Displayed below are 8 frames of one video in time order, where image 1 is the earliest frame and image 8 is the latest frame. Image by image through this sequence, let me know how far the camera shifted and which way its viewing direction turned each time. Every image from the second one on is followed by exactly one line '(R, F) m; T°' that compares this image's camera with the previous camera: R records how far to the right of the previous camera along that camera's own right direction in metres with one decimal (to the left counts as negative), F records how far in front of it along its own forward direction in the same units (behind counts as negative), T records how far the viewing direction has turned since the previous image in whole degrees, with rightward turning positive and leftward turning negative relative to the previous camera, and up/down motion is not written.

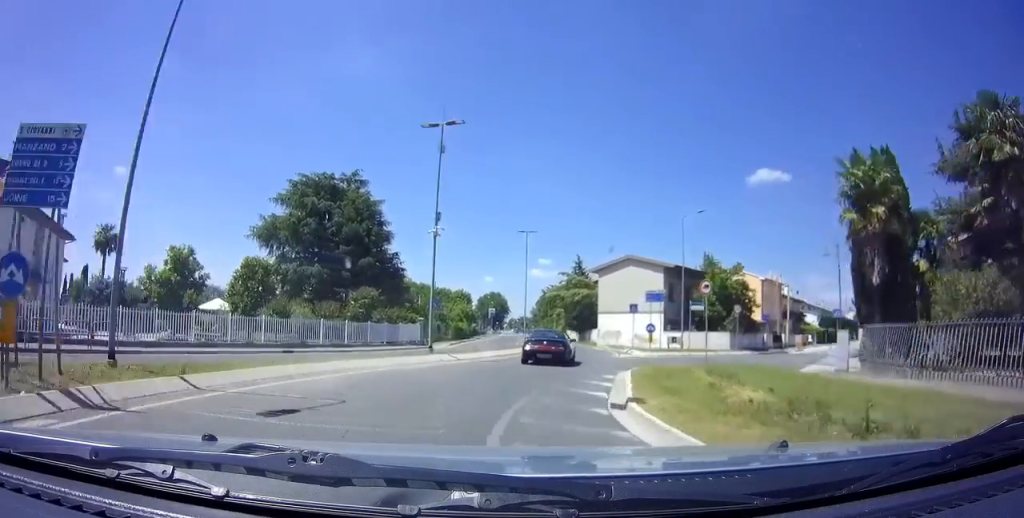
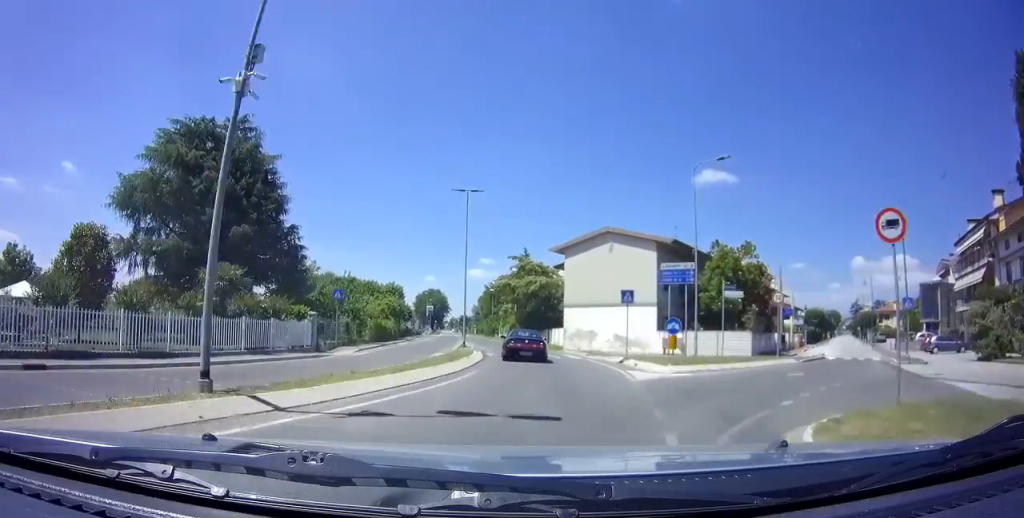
(0.0, +13.8) m; +2°
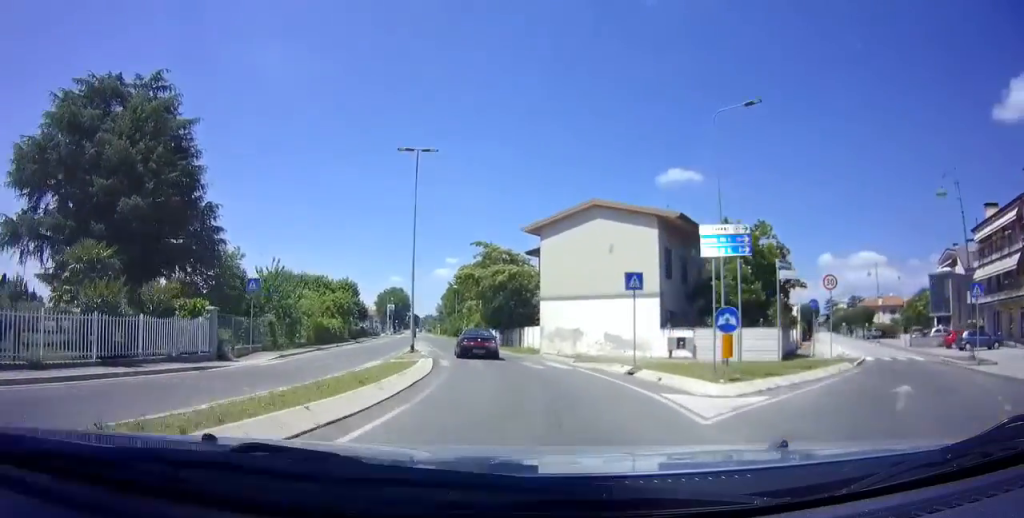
(+0.2, +7.4) m; -1°
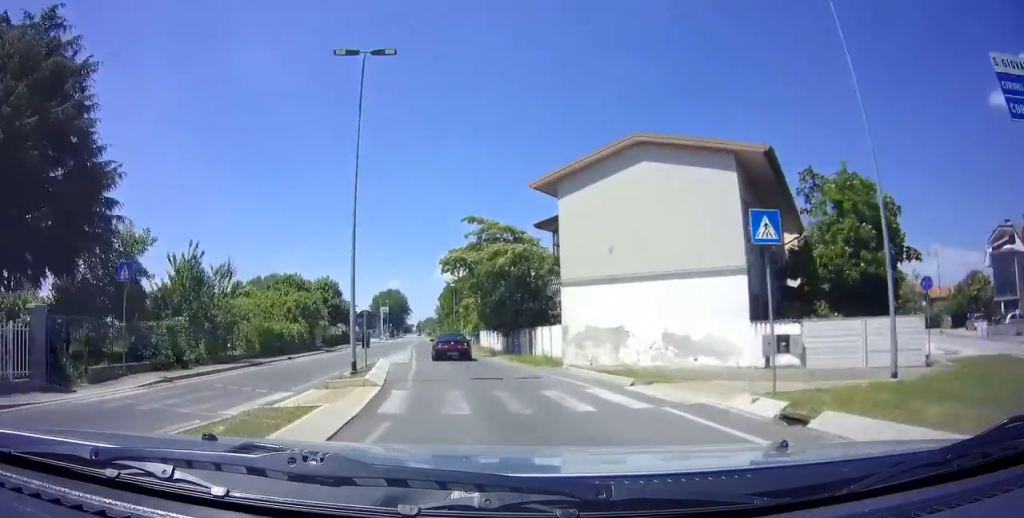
(0.0, +10.1) m; -2°
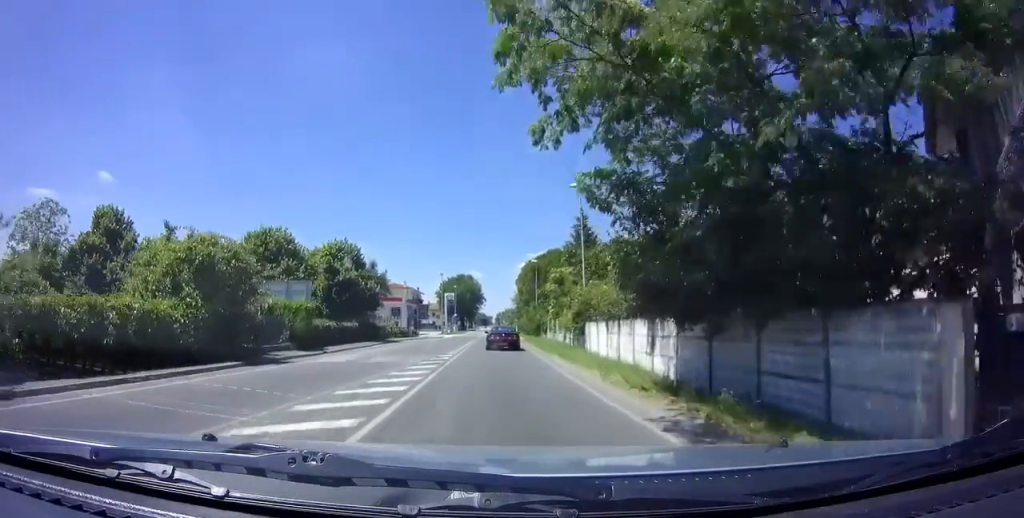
(-1.2, +22.8) m; -4°
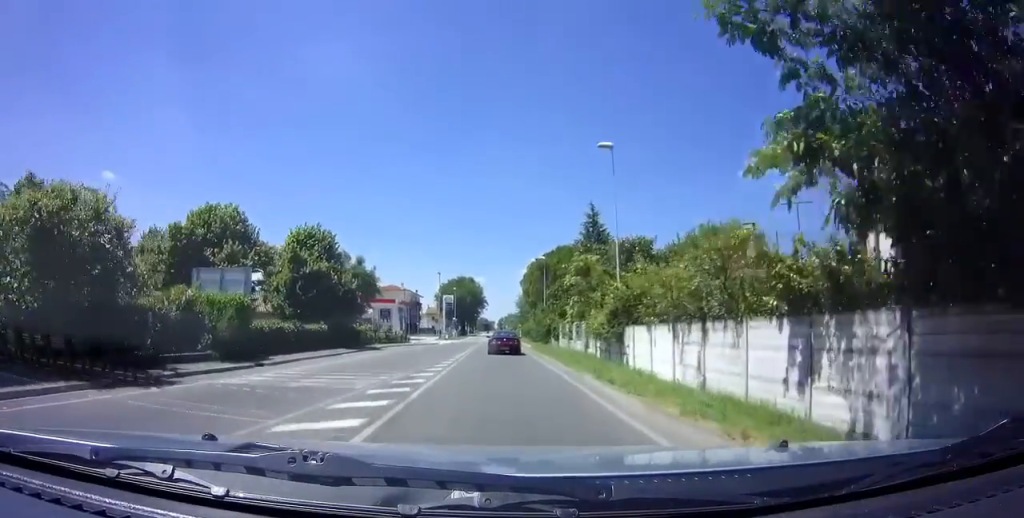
(0.0, +7.8) m; 0°
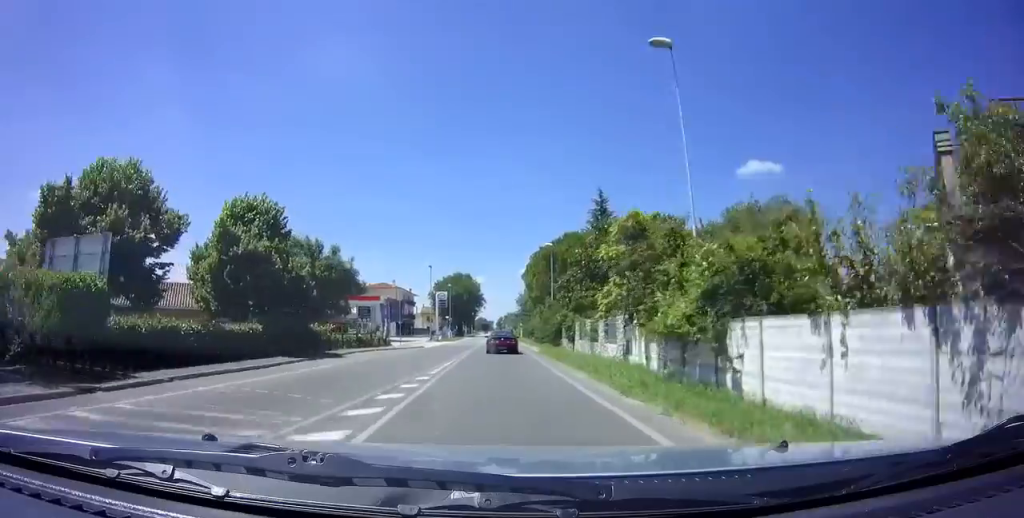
(0.0, +8.8) m; 0°
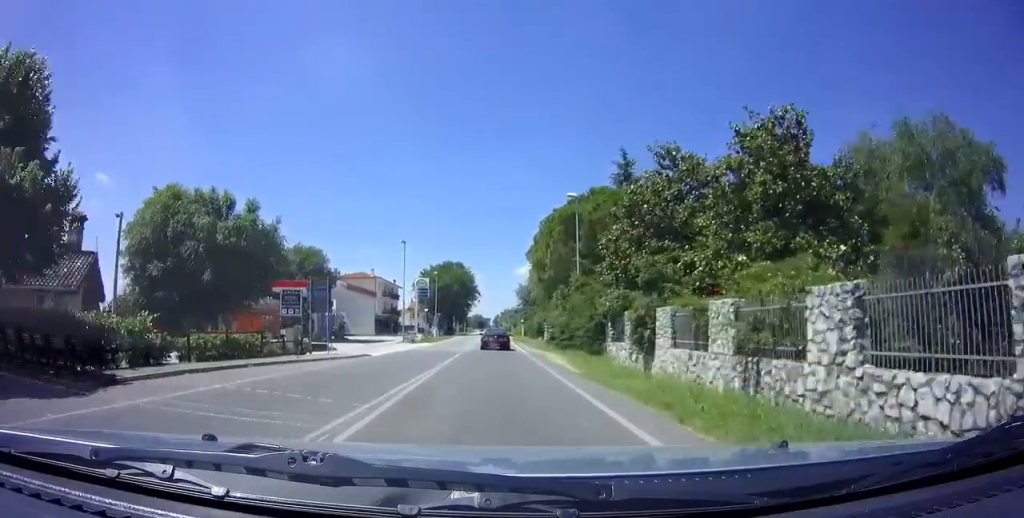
(+0.2, +18.2) m; 0°
